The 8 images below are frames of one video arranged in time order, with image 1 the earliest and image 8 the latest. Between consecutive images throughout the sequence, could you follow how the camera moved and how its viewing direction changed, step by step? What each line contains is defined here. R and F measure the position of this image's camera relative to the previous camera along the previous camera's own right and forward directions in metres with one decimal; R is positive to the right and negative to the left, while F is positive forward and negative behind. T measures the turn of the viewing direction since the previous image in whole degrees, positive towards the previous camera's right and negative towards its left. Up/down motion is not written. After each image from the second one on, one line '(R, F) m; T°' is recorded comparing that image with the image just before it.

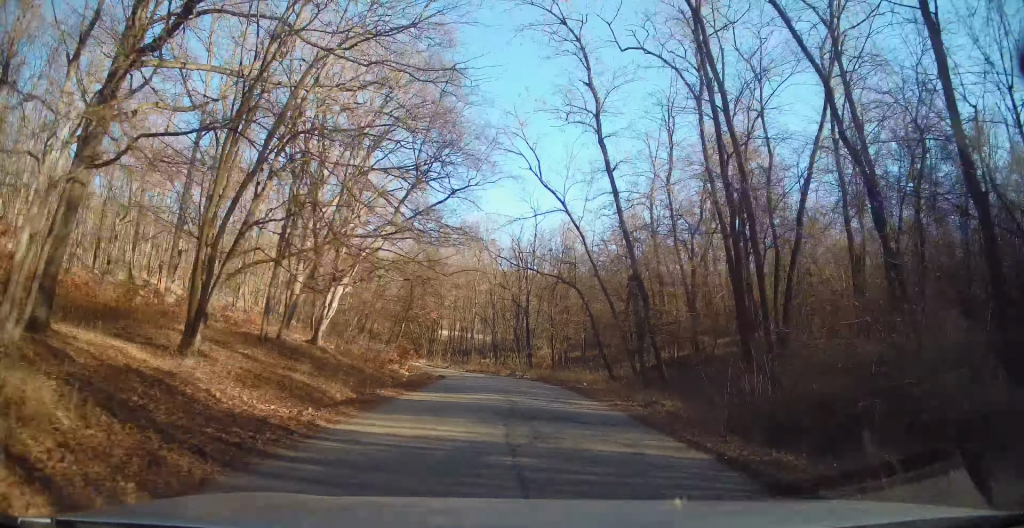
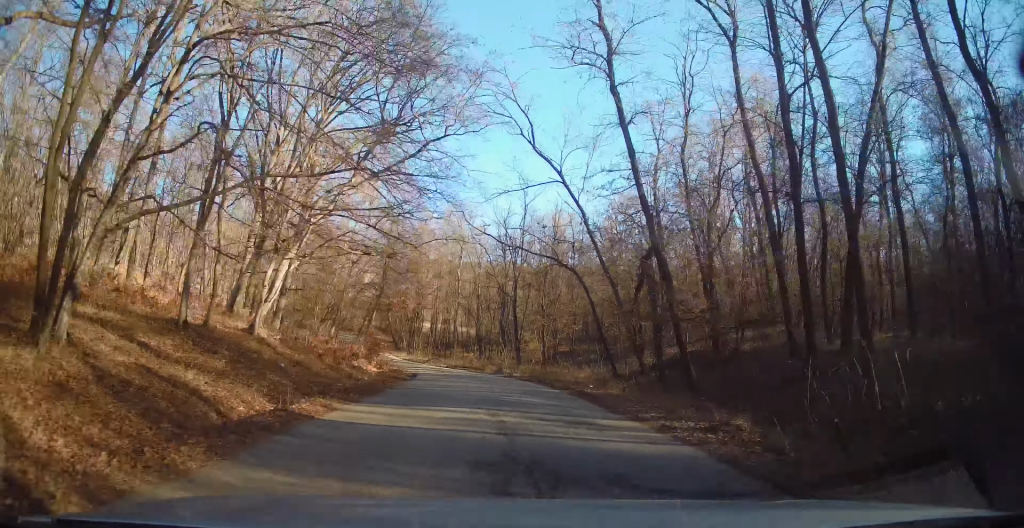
(0.0, +5.0) m; 0°
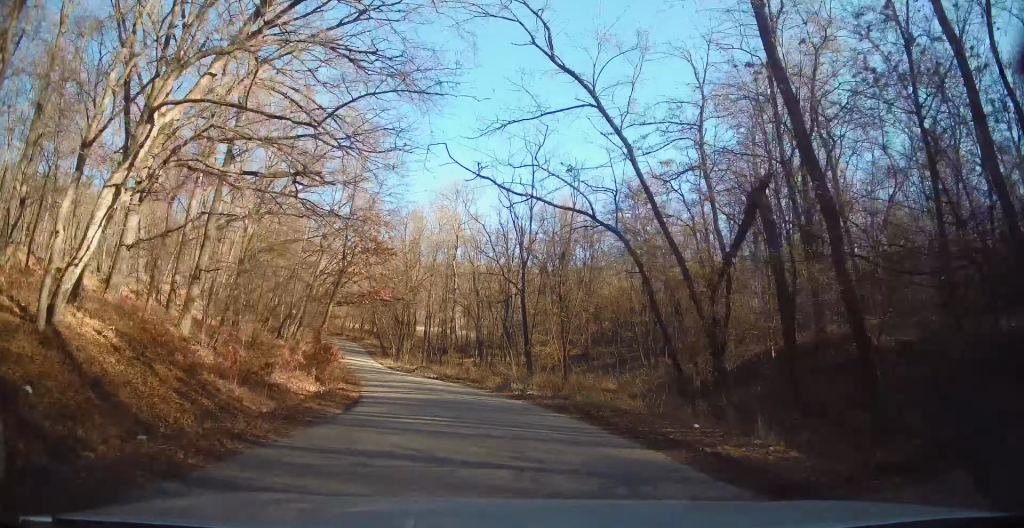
(0.0, +10.5) m; 0°
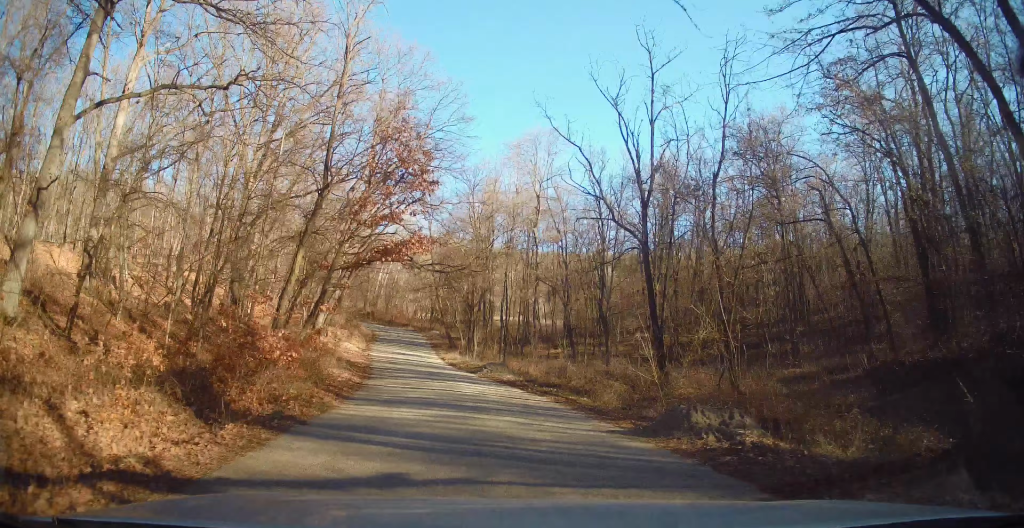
(-0.1, +13.8) m; -3°
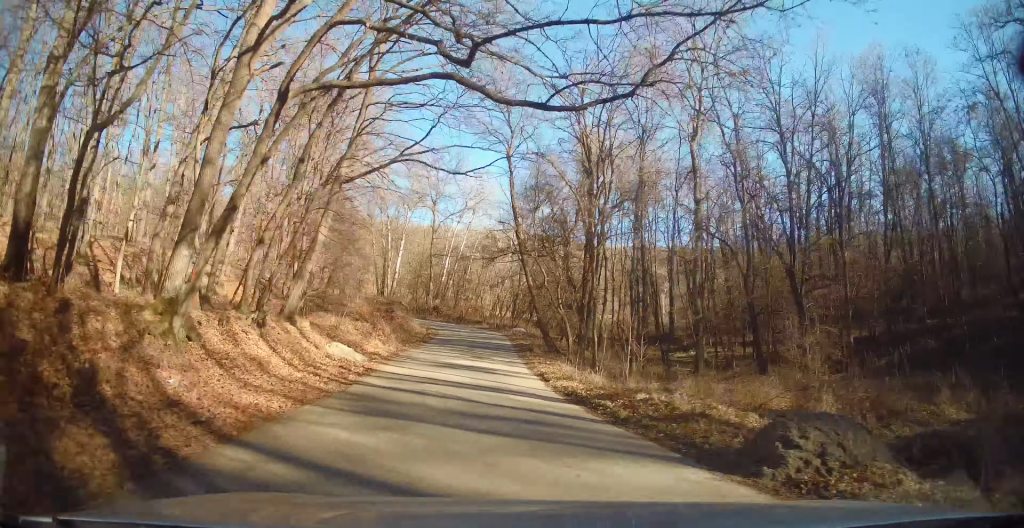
(-2.7, +22.5) m; -11°
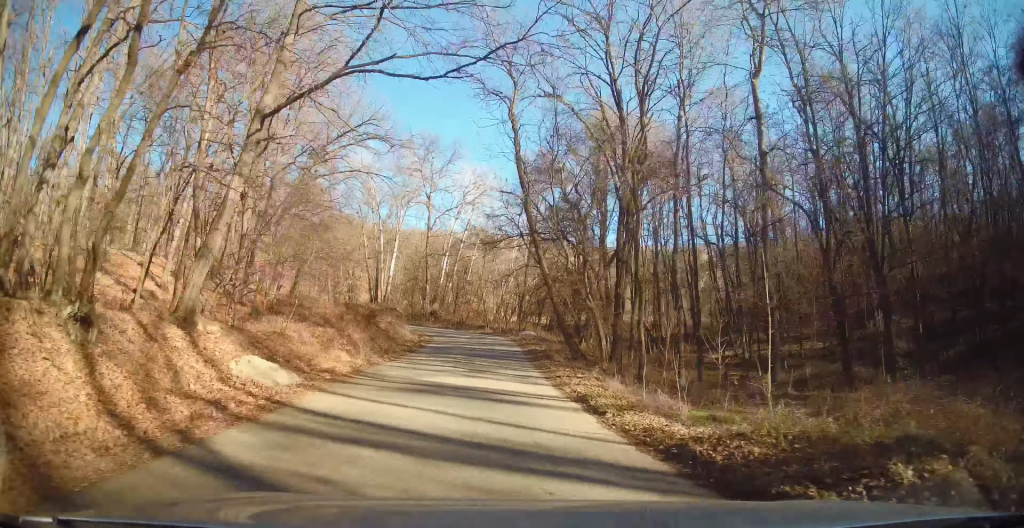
(-0.1, +7.6) m; -1°
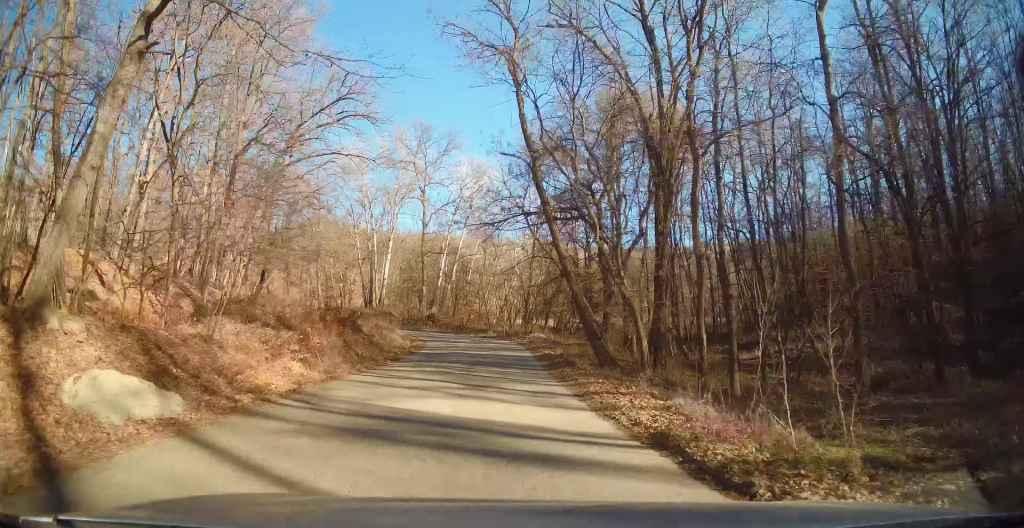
(+0.1, +5.5) m; 0°
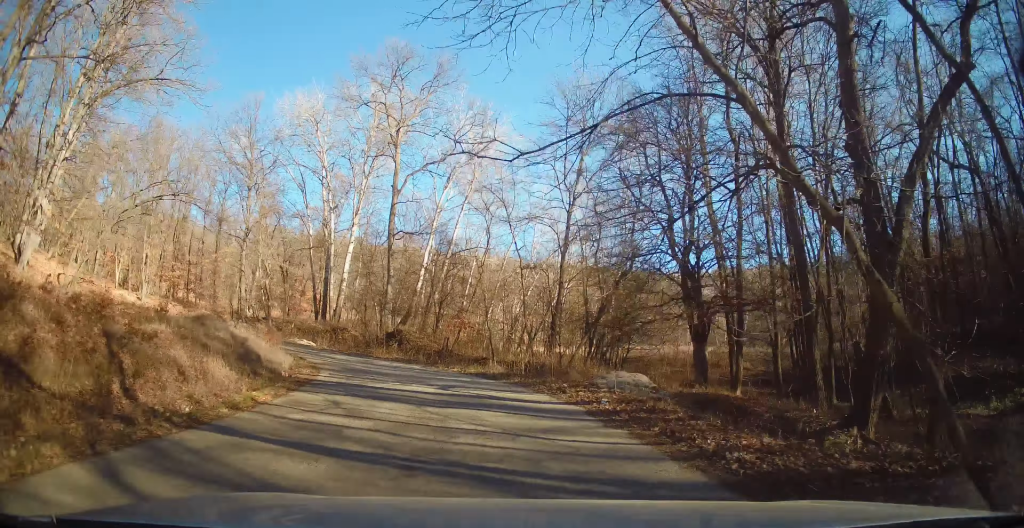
(+0.5, +24.9) m; -1°
